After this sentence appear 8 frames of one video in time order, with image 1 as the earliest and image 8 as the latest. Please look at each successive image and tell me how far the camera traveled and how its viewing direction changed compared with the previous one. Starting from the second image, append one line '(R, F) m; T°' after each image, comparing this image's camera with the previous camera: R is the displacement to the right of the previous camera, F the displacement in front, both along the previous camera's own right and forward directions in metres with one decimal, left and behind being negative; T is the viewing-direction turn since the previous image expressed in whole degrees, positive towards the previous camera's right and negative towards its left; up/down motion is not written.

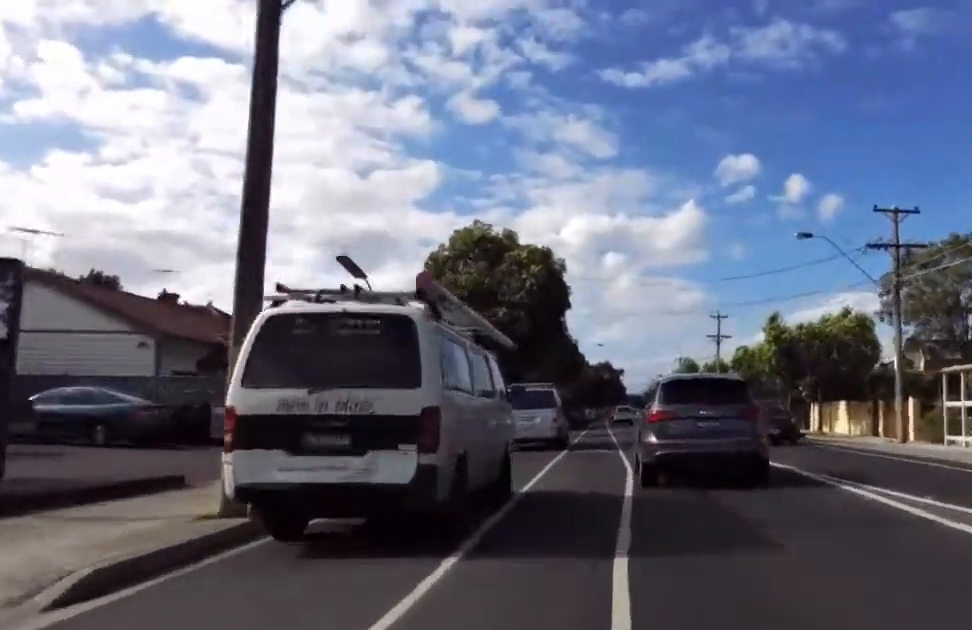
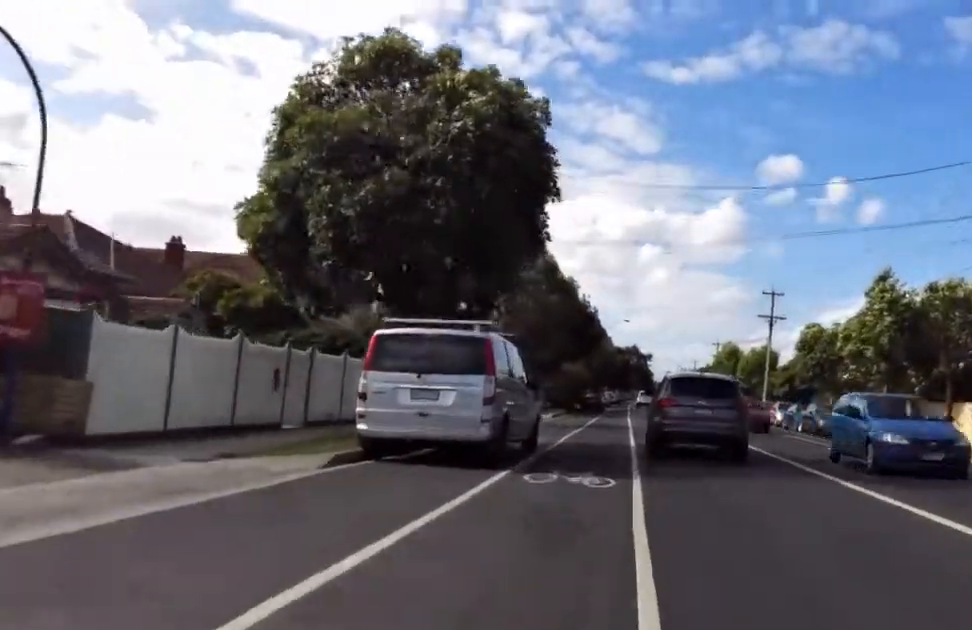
(+0.6, +13.9) m; 0°
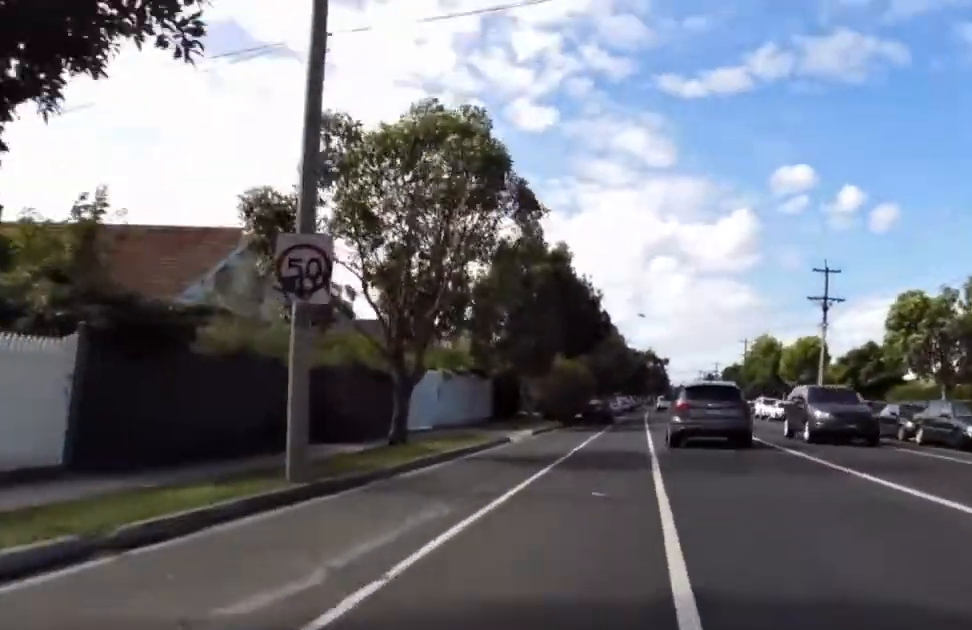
(-0.1, +13.1) m; 0°
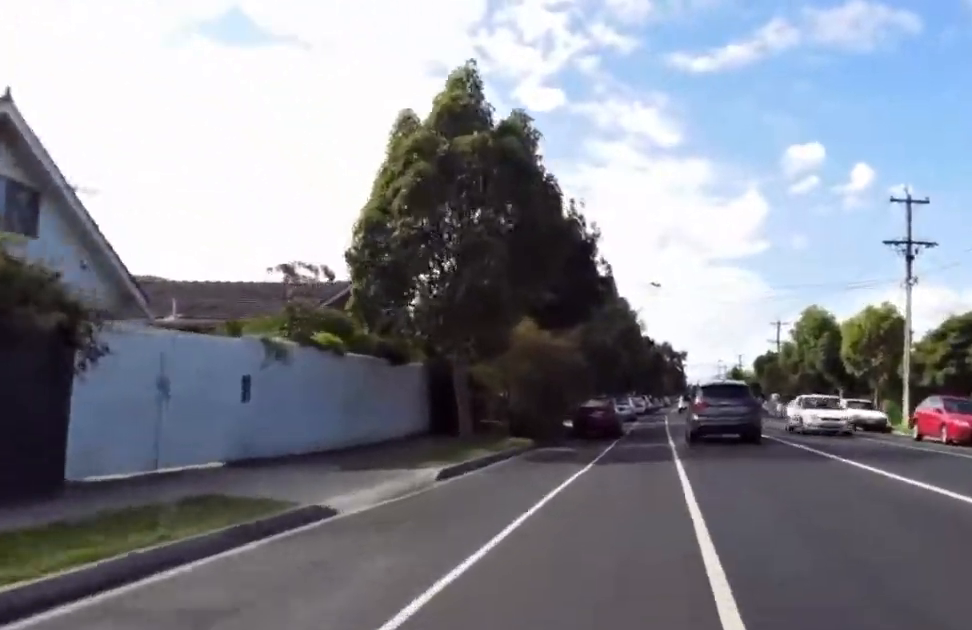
(-0.7, +12.9) m; 0°
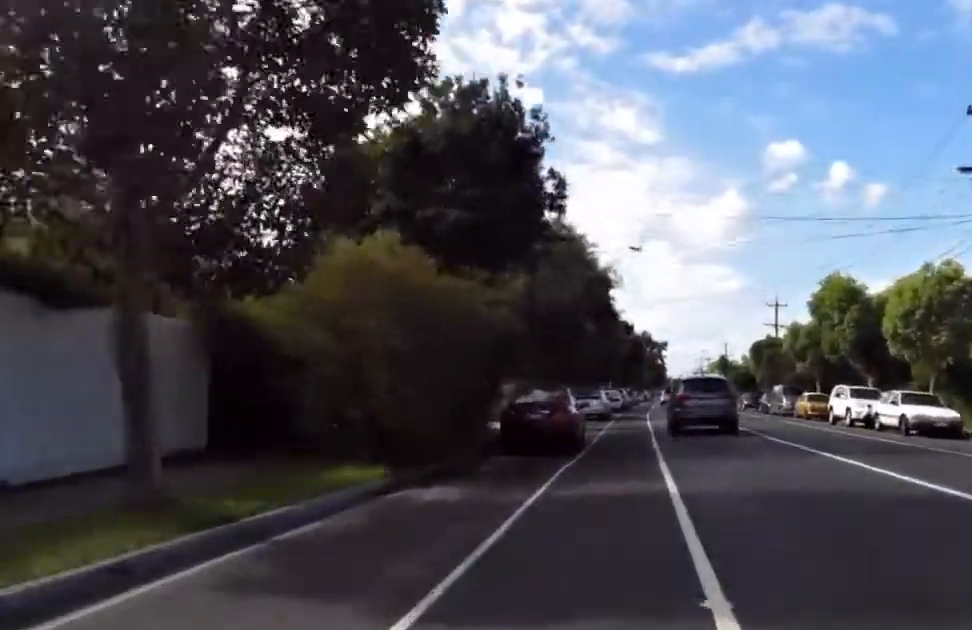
(+1.0, +10.5) m; 0°
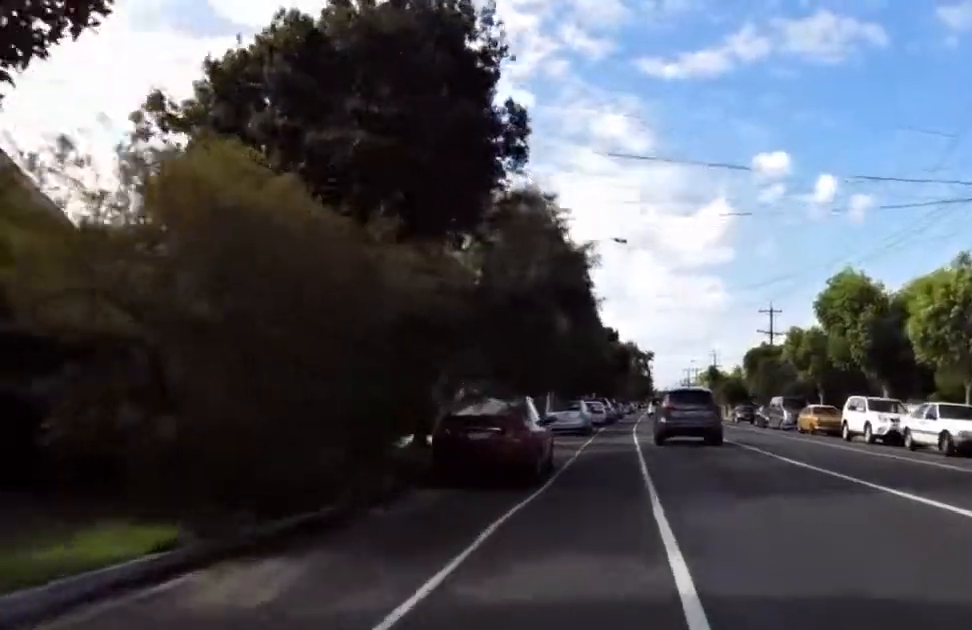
(-0.5, +4.5) m; -1°
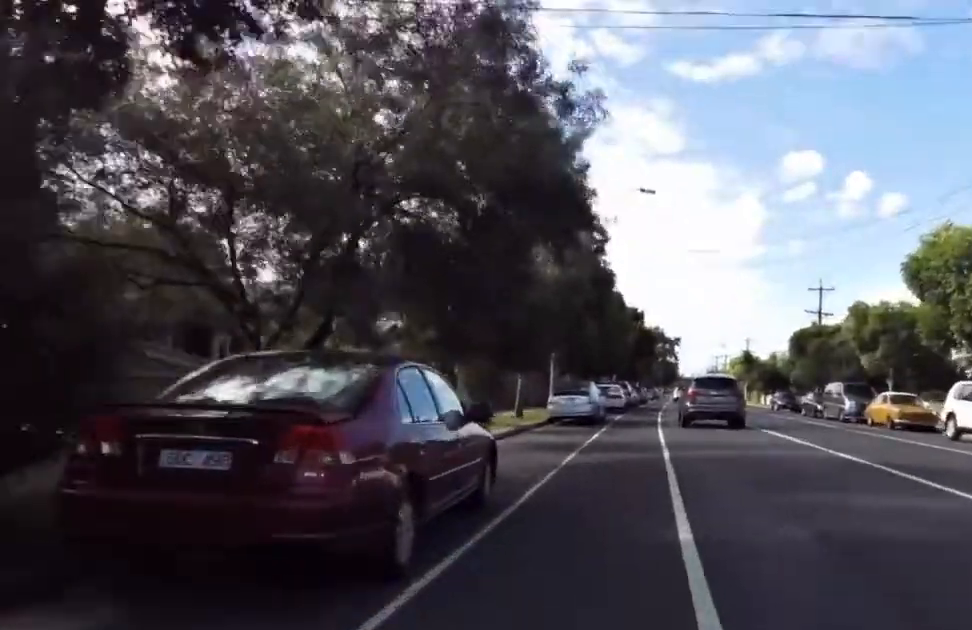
(-0.1, +8.1) m; 0°
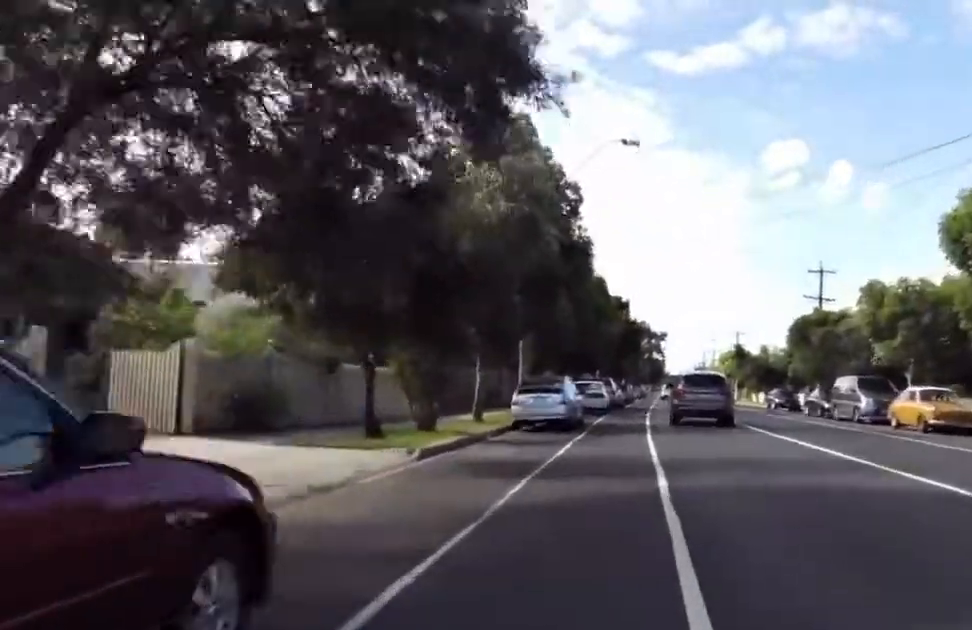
(+0.4, +4.6) m; +1°
